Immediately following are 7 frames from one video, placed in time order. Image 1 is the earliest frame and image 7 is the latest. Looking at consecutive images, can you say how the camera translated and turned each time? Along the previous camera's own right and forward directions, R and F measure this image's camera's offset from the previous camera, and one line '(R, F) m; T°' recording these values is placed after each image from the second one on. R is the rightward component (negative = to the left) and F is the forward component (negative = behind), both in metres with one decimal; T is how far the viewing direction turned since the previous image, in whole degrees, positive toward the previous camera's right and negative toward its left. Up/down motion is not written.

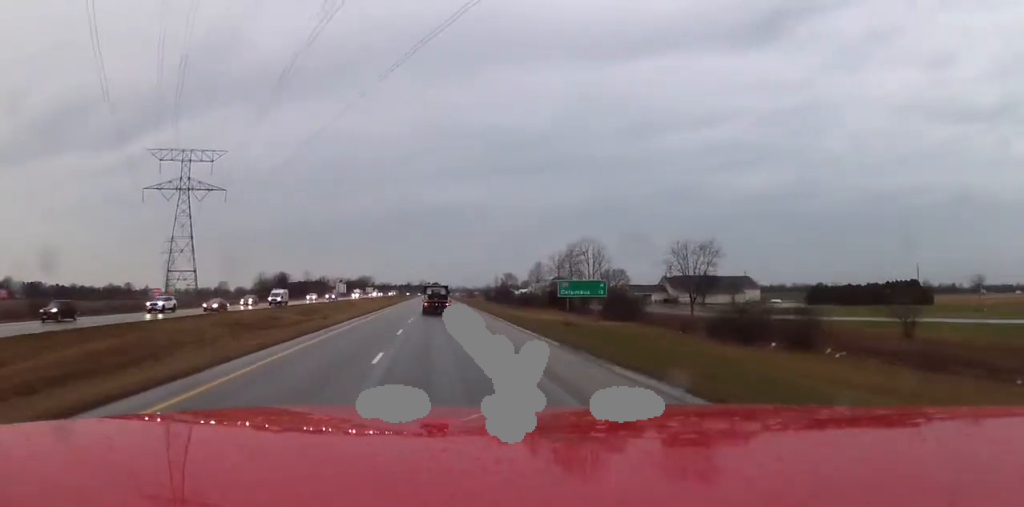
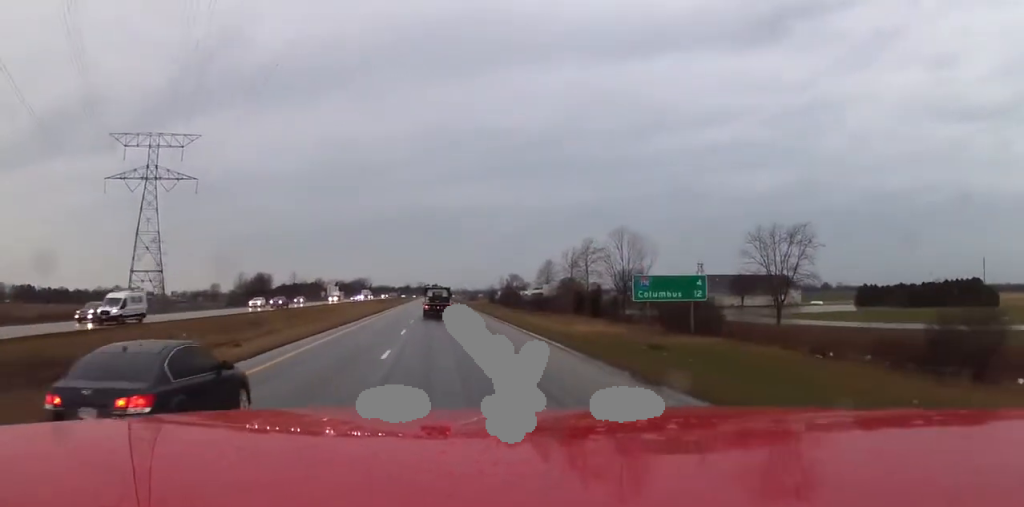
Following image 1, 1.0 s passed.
(+0.1, +23.1) m; 0°
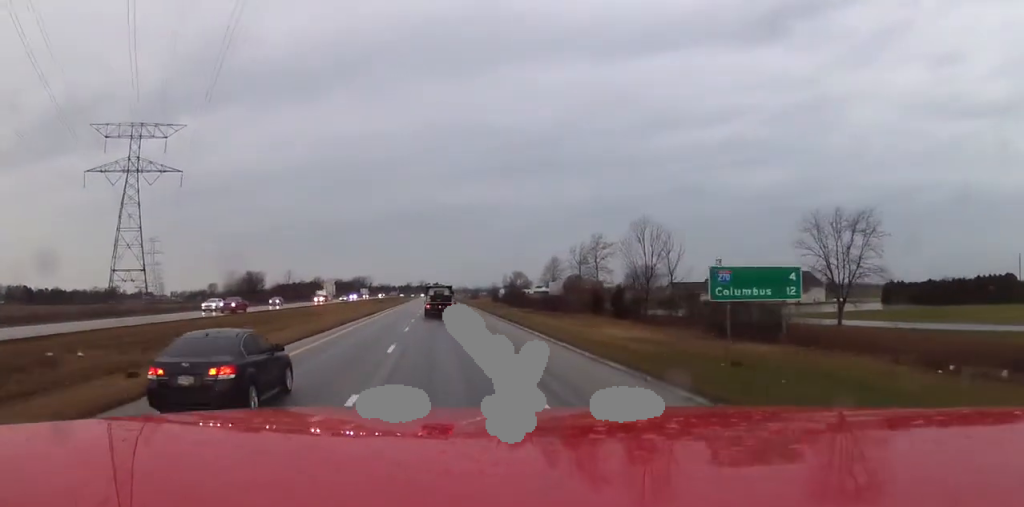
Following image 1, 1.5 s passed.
(0.0, +10.3) m; 0°
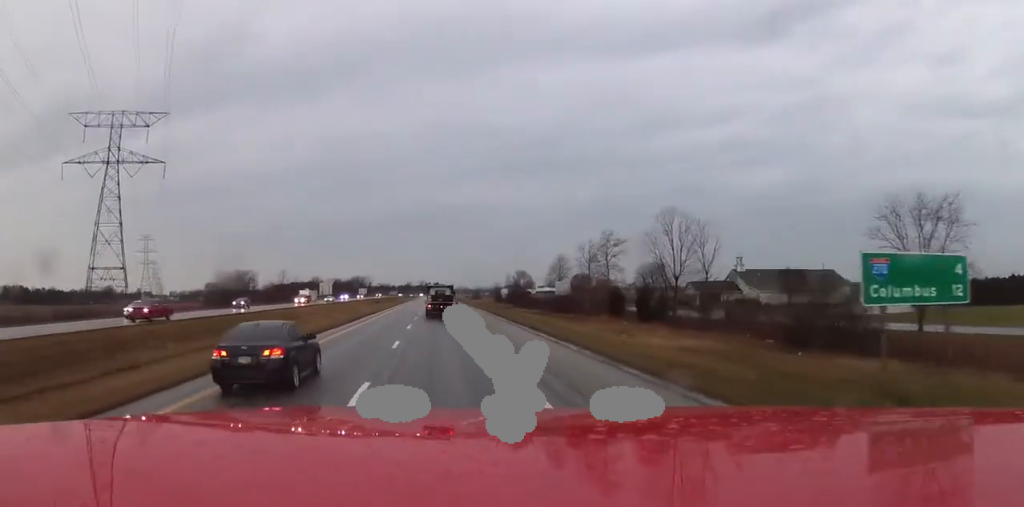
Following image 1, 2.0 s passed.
(0.0, +10.3) m; 0°
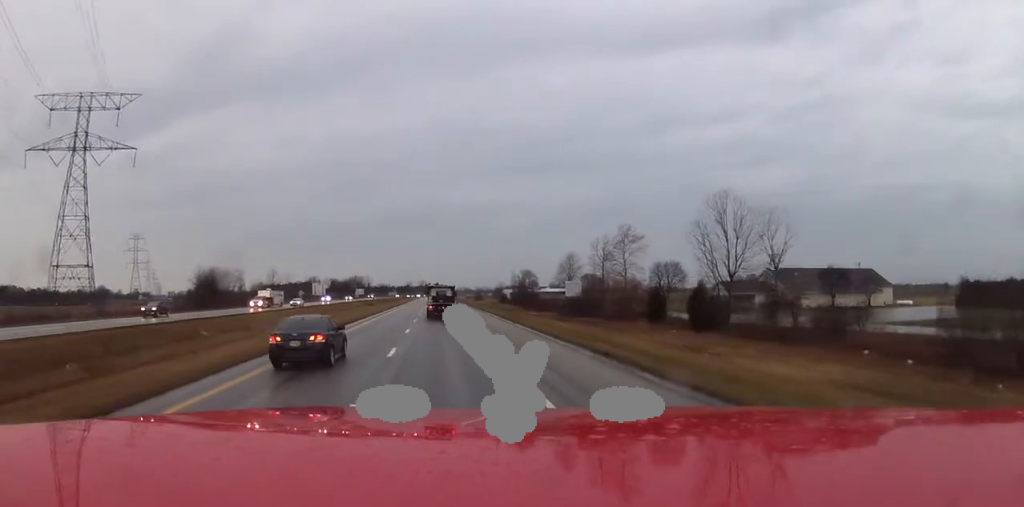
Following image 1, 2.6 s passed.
(0.0, +14.8) m; 0°
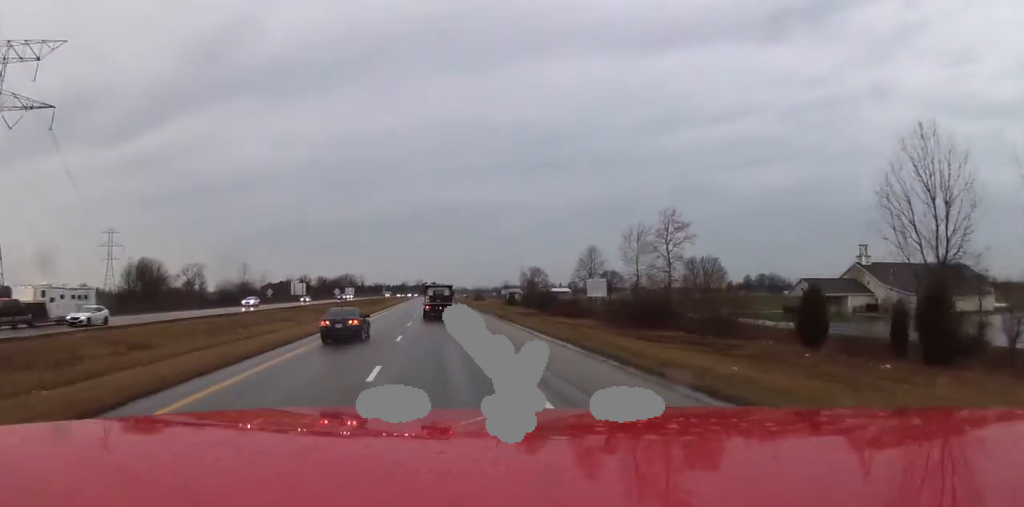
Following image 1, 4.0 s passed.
(-0.1, +29.9) m; 0°
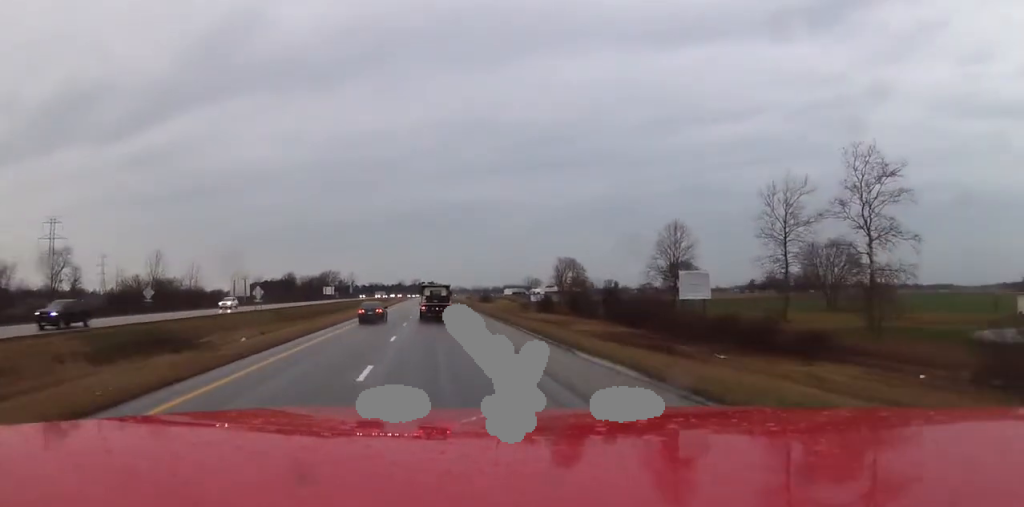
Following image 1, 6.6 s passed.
(+0.2, +59.3) m; +1°
